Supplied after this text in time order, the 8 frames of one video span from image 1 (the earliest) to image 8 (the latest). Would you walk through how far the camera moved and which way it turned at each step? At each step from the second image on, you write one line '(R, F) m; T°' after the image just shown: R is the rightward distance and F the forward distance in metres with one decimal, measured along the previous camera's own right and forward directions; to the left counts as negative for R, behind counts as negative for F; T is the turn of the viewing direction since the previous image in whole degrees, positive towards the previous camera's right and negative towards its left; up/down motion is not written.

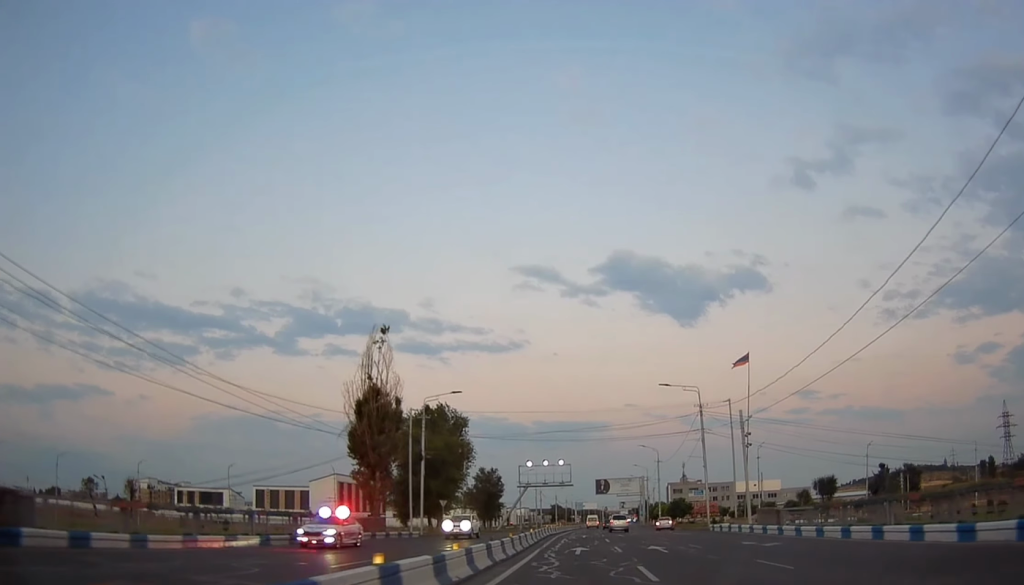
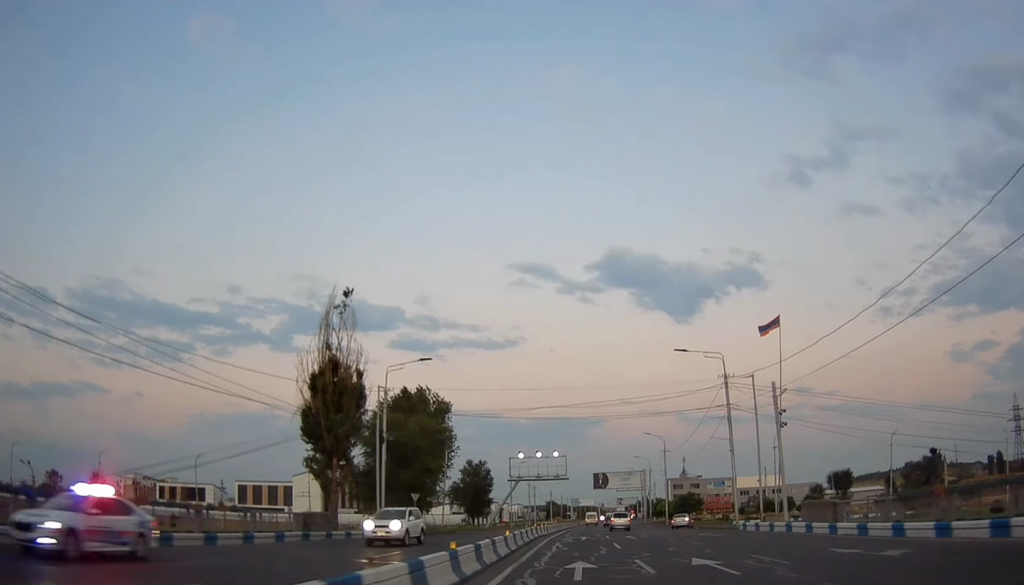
(-0.3, +10.6) m; +1°
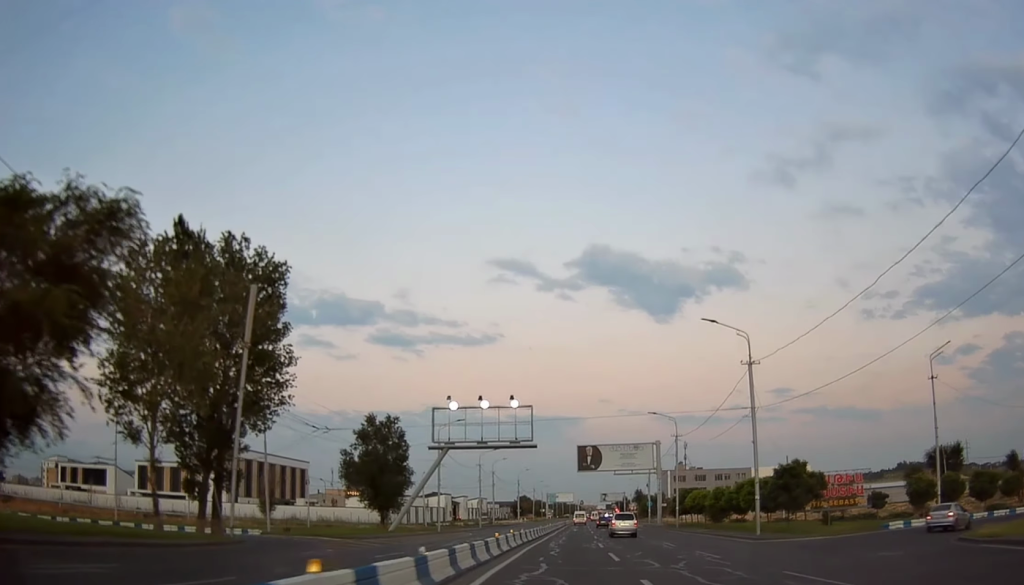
(+1.3, +48.5) m; +2°
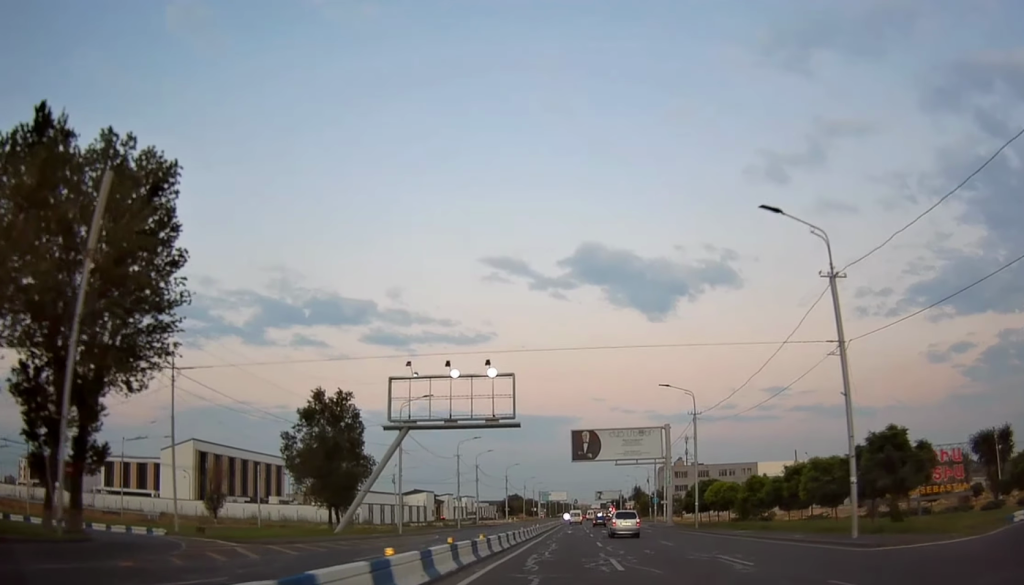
(+0.1, +13.4) m; +1°
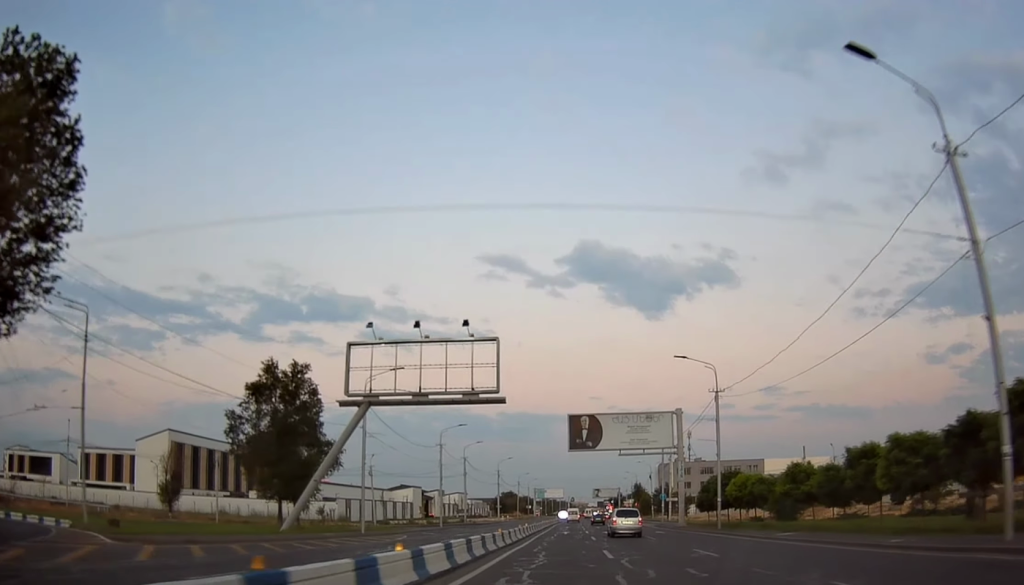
(0.0, +9.3) m; 0°
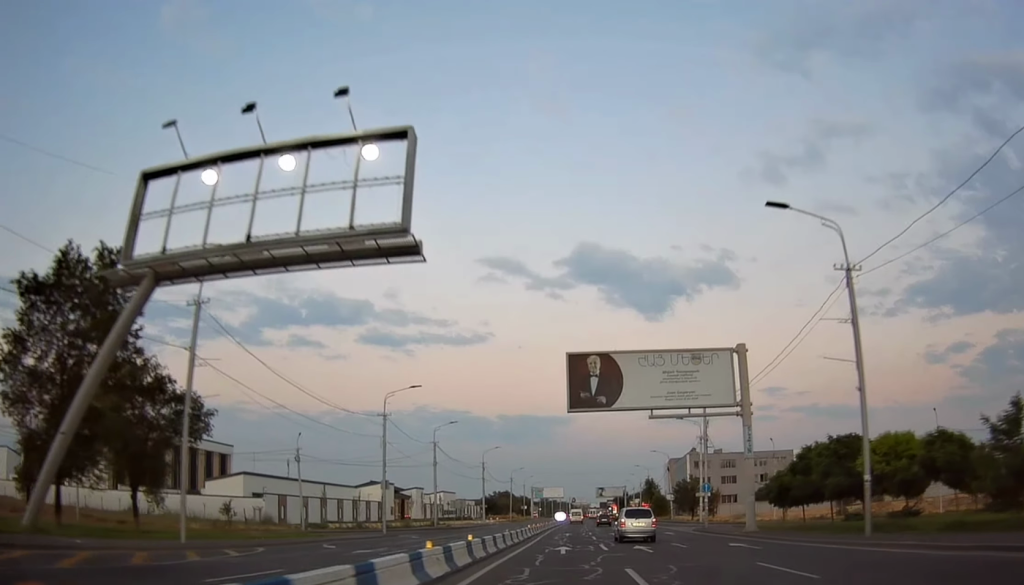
(+0.2, +22.9) m; 0°
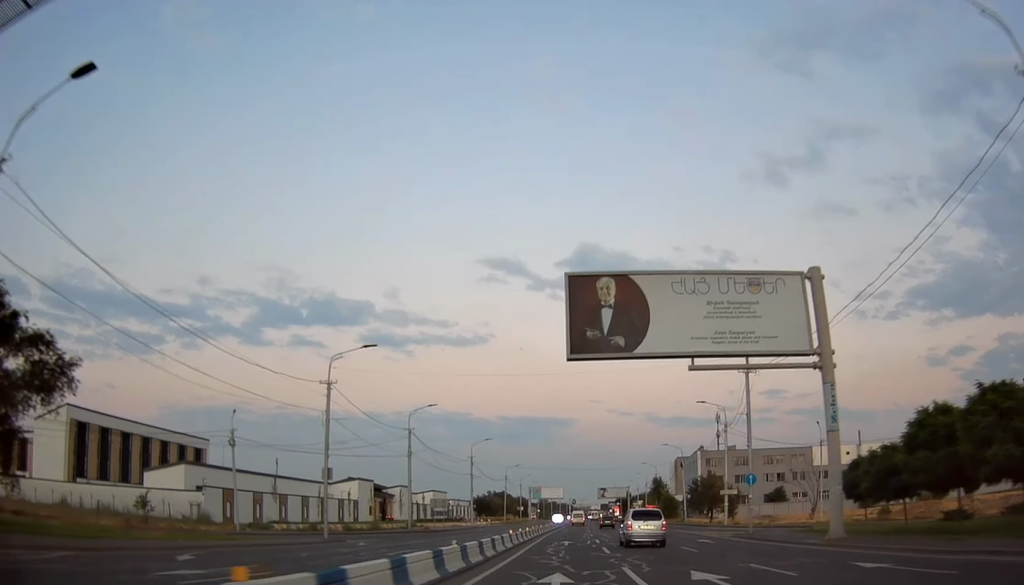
(0.0, +12.5) m; 0°
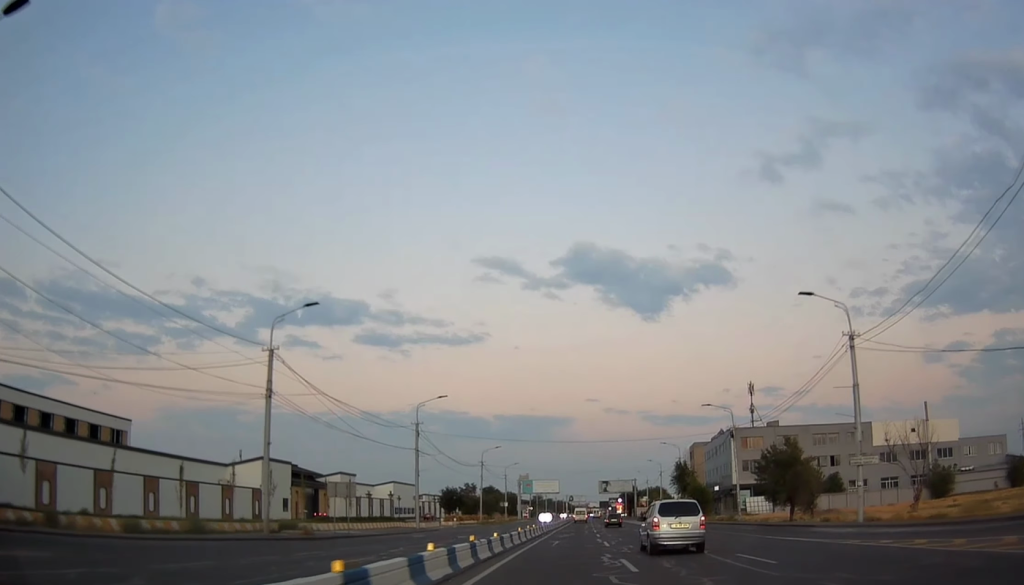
(0.0, +31.1) m; 0°
